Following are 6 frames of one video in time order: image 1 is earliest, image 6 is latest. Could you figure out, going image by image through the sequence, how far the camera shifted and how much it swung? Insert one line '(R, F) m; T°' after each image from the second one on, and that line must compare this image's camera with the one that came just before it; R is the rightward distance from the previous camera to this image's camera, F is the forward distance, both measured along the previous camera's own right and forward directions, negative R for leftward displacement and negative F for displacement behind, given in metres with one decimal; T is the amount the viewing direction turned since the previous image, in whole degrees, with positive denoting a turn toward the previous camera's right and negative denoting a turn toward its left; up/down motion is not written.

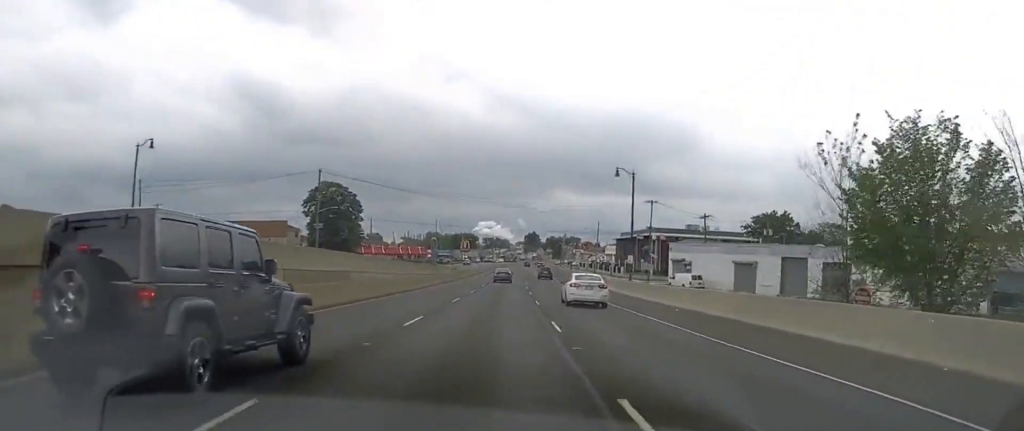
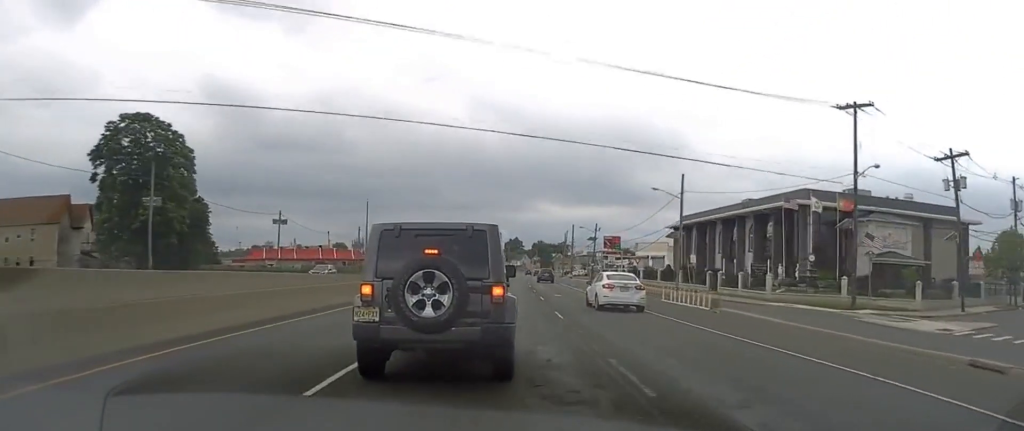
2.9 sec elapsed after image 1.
(+1.0, +69.7) m; +2°
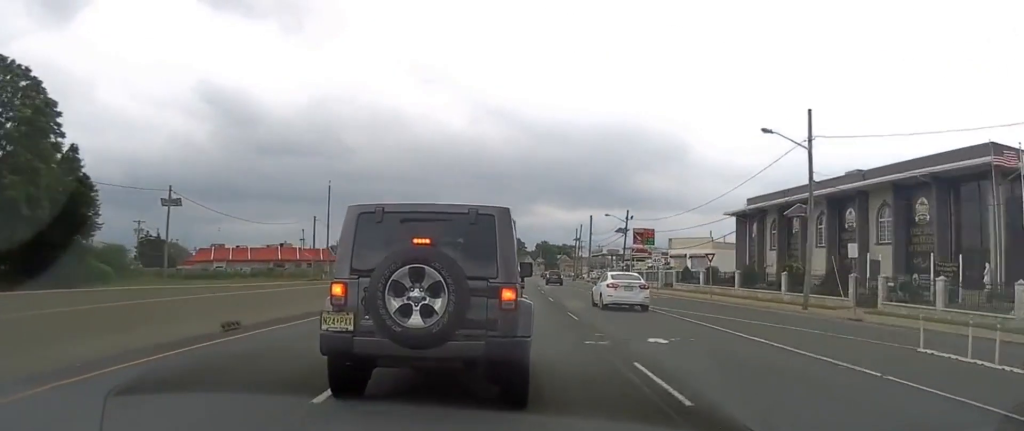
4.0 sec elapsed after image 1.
(-0.1, +24.2) m; 0°
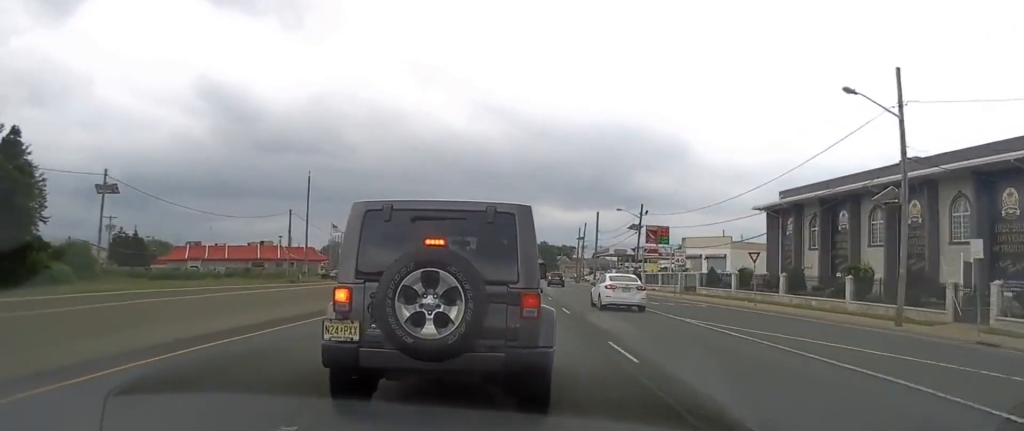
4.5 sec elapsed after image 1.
(0.0, +8.3) m; 0°
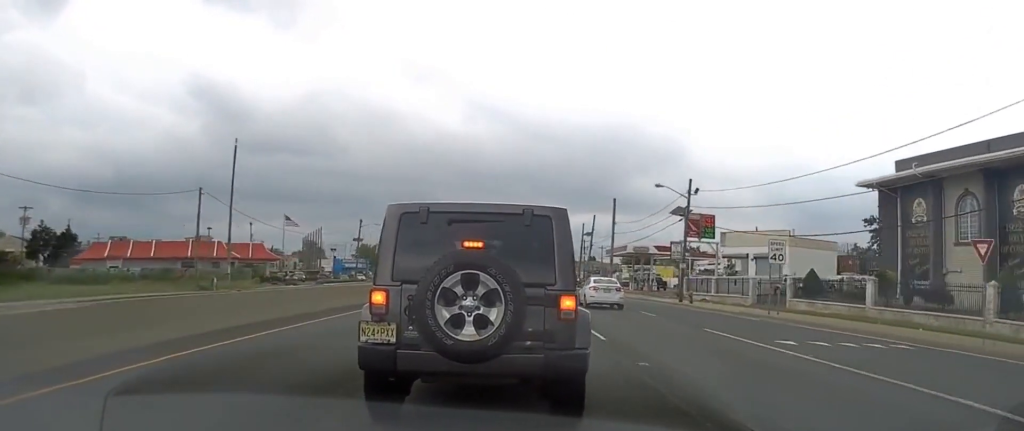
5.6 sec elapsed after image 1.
(+0.2, +19.8) m; 0°
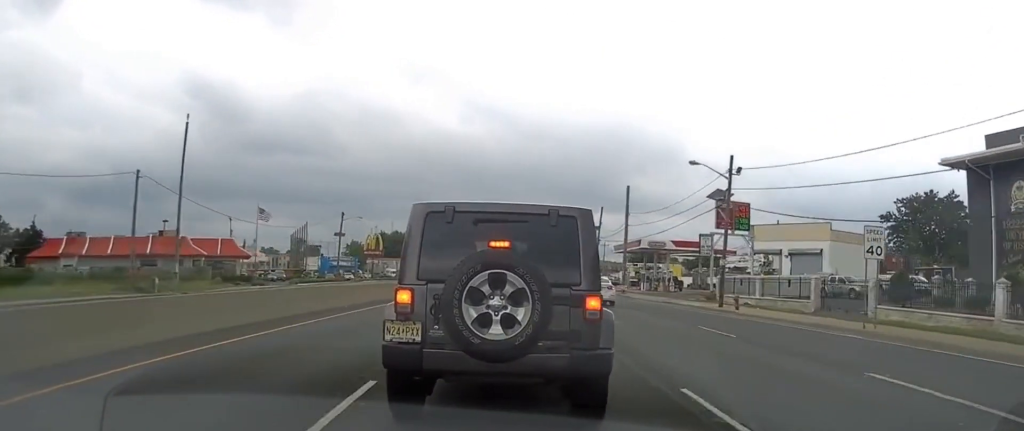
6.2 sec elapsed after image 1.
(+0.1, +9.1) m; 0°
